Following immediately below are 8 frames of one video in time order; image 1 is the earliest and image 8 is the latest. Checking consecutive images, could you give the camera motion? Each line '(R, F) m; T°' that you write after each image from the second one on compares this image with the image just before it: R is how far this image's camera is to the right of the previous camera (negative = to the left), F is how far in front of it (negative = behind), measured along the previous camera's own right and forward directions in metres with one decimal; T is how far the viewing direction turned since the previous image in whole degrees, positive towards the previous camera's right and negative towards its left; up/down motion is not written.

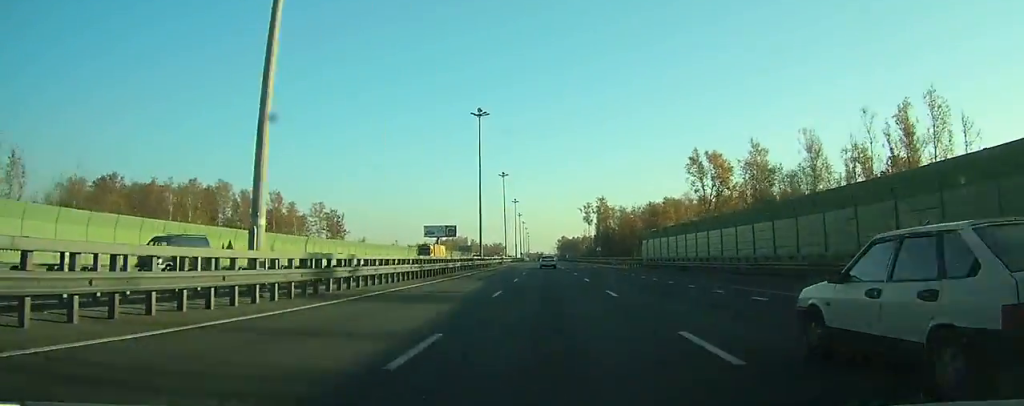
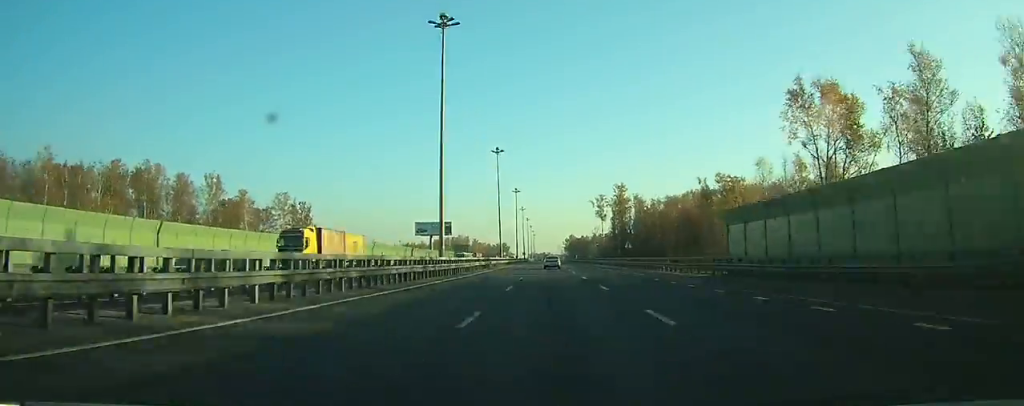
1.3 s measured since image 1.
(-0.2, +31.7) m; -1°
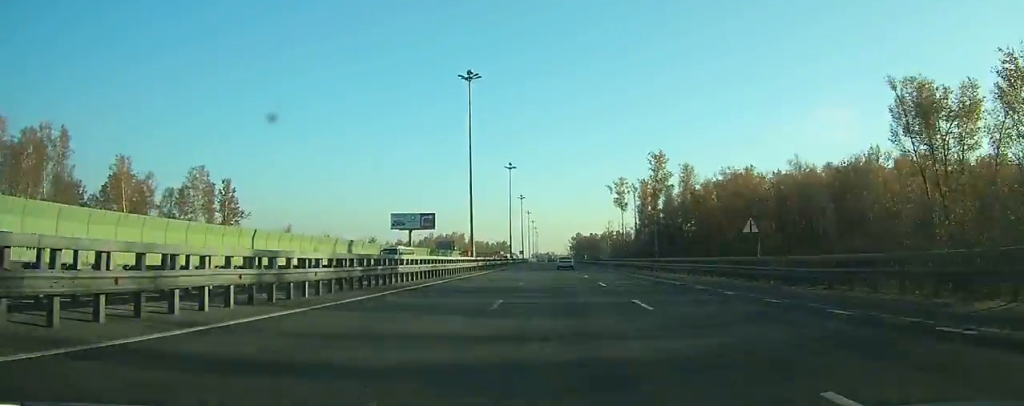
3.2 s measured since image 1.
(-0.2, +44.5) m; -1°
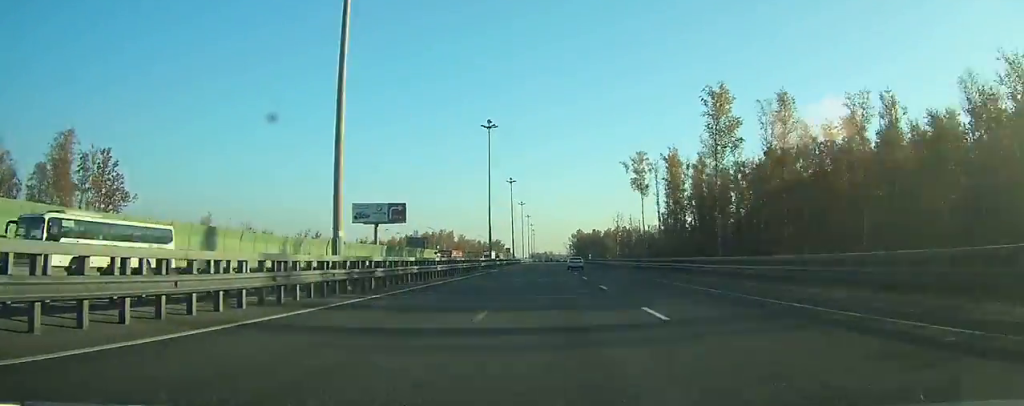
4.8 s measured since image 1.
(-0.2, +38.3) m; 0°
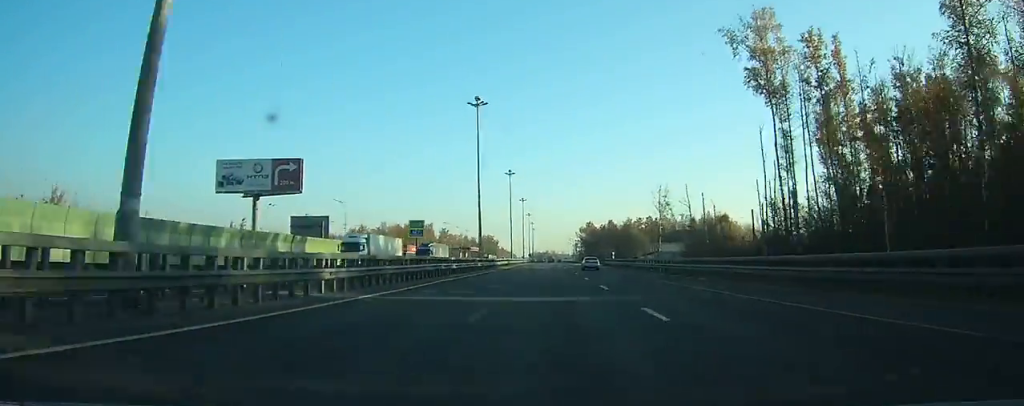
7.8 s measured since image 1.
(0.0, +72.0) m; 0°
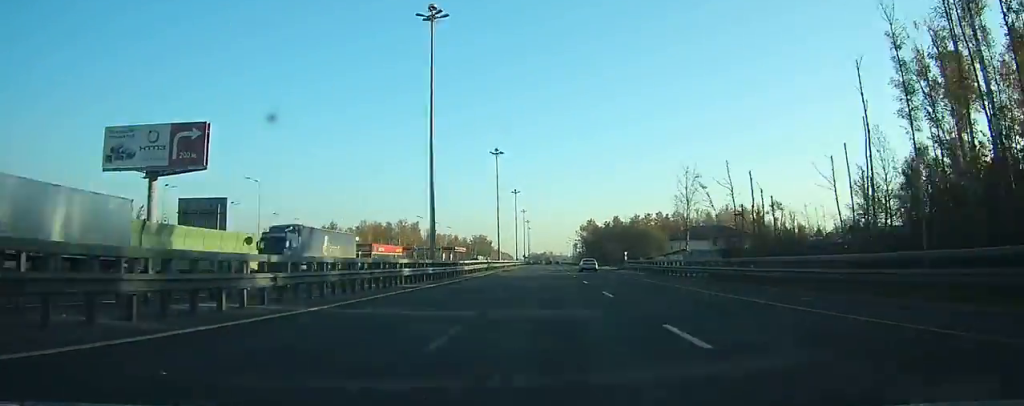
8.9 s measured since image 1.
(-0.1, +27.3) m; 0°
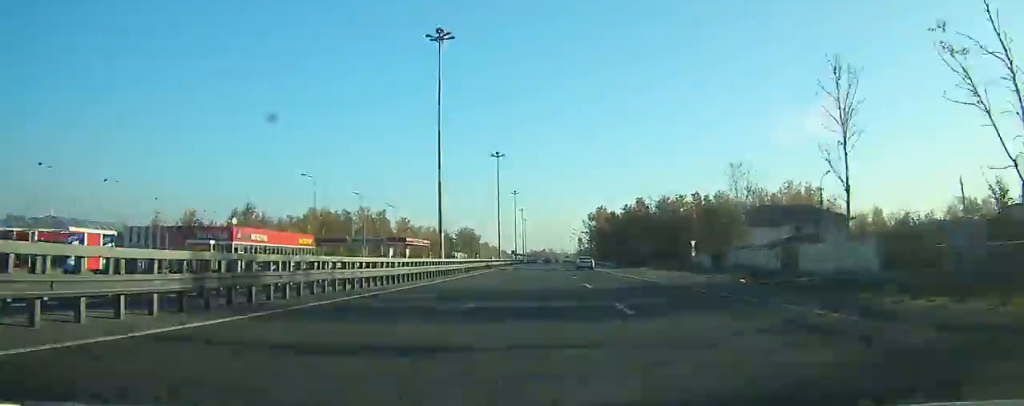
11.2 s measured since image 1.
(0.0, +54.7) m; 0°
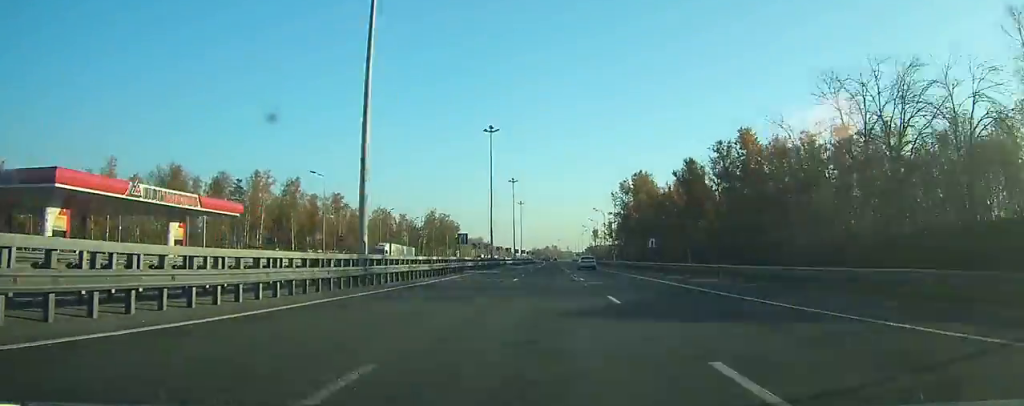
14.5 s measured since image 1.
(-0.1, +80.3) m; 0°
